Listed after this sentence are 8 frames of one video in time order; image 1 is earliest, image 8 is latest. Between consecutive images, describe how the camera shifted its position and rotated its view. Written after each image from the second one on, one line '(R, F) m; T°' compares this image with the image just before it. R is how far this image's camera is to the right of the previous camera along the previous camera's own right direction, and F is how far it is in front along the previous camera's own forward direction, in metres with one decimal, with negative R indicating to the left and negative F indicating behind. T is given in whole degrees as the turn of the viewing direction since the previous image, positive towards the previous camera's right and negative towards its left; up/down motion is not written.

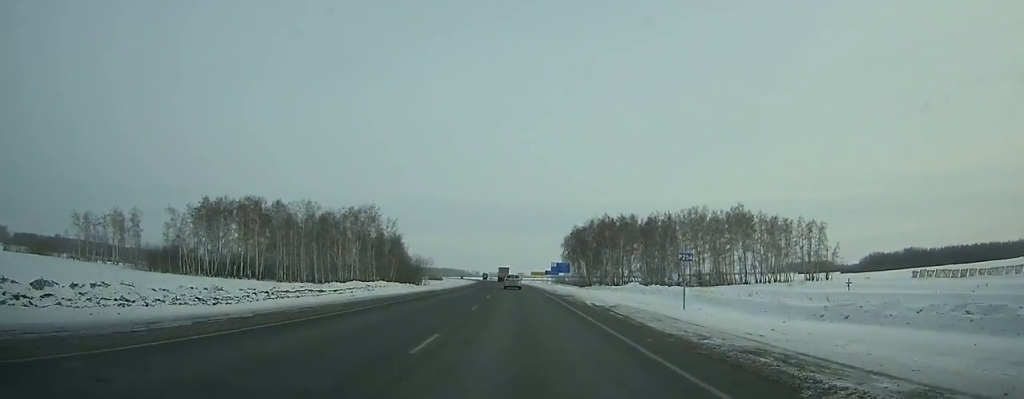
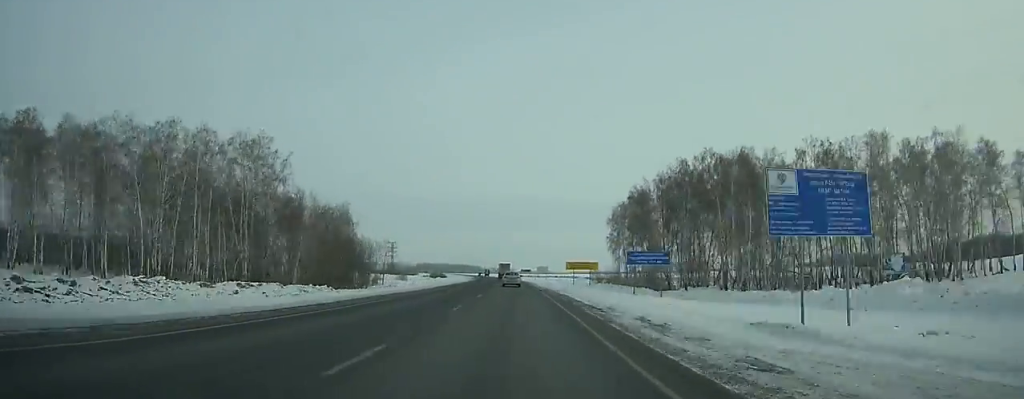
(-0.8, +74.4) m; -2°
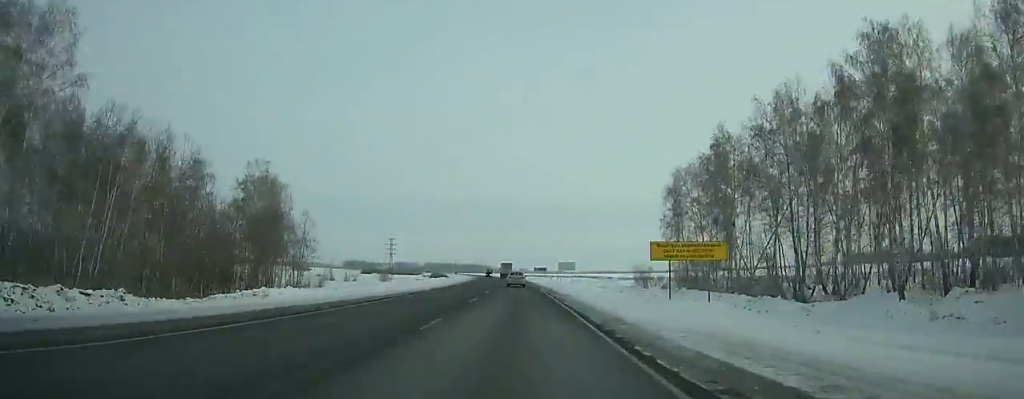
(-0.5, +42.5) m; -1°
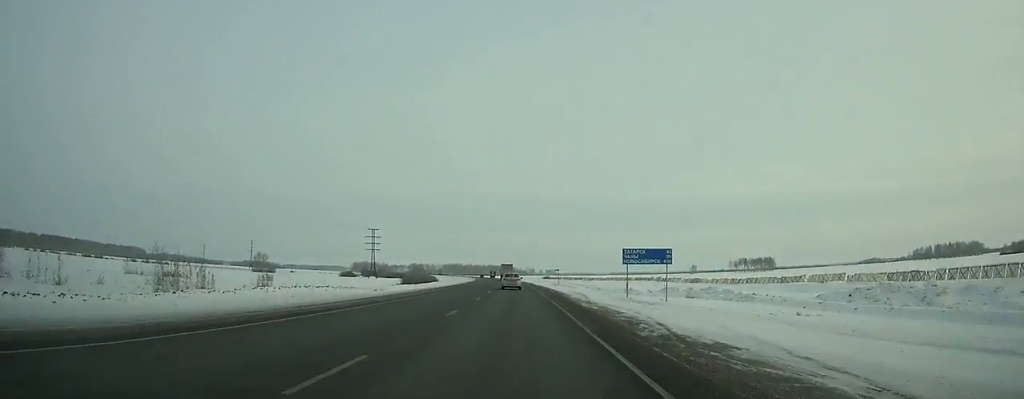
(-2.2, +102.8) m; -3°
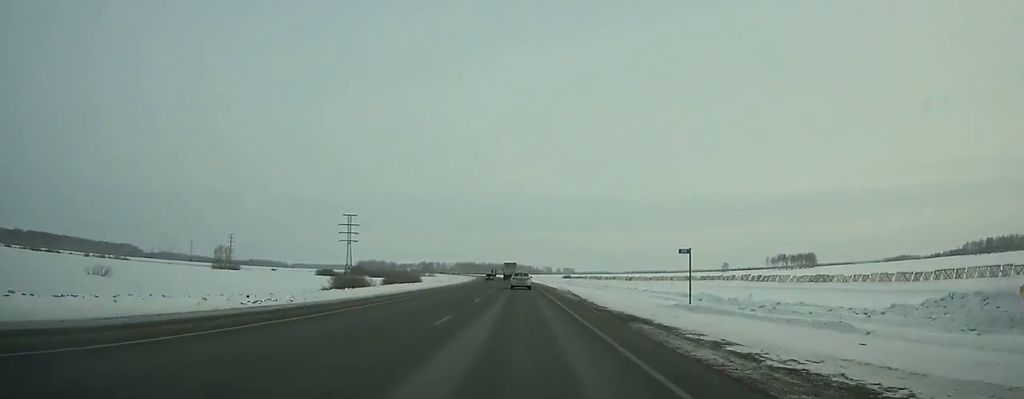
(-1.1, +65.1) m; -2°
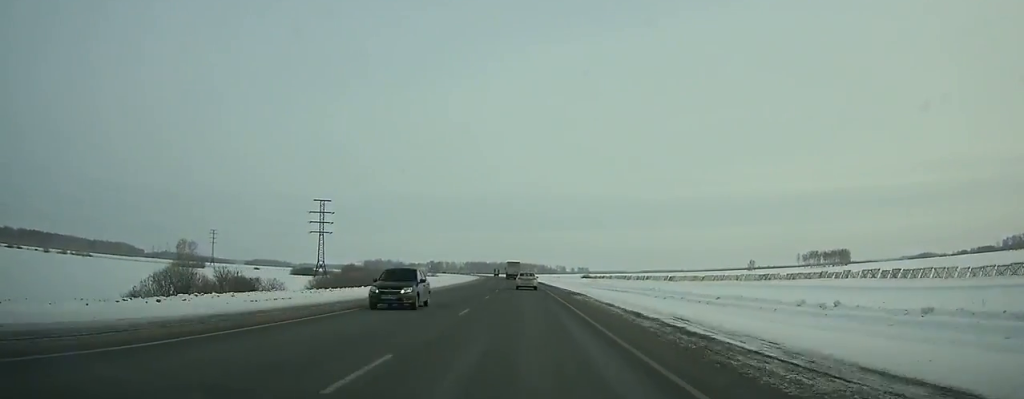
(-0.4, +44.8) m; -1°
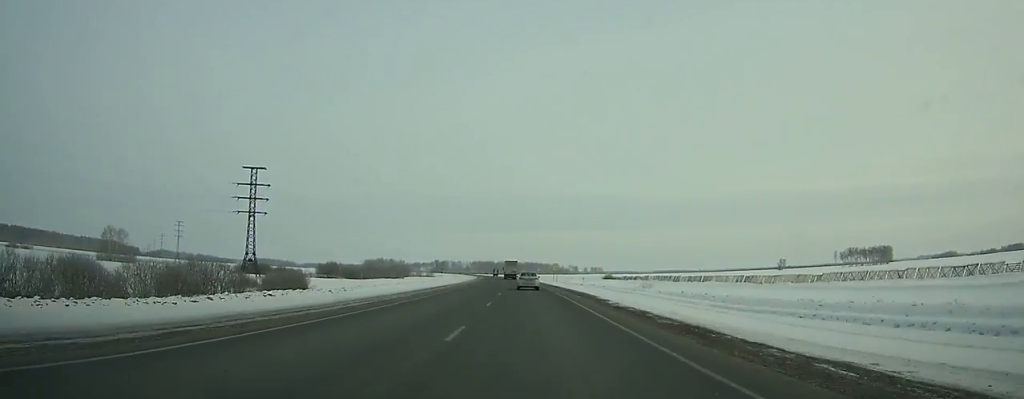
(-0.4, +54.6) m; -1°
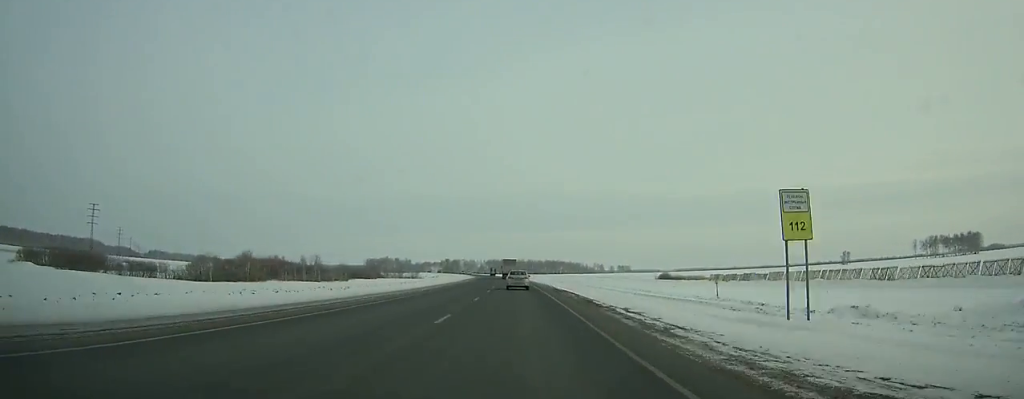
(-1.9, +93.2) m; -3°
